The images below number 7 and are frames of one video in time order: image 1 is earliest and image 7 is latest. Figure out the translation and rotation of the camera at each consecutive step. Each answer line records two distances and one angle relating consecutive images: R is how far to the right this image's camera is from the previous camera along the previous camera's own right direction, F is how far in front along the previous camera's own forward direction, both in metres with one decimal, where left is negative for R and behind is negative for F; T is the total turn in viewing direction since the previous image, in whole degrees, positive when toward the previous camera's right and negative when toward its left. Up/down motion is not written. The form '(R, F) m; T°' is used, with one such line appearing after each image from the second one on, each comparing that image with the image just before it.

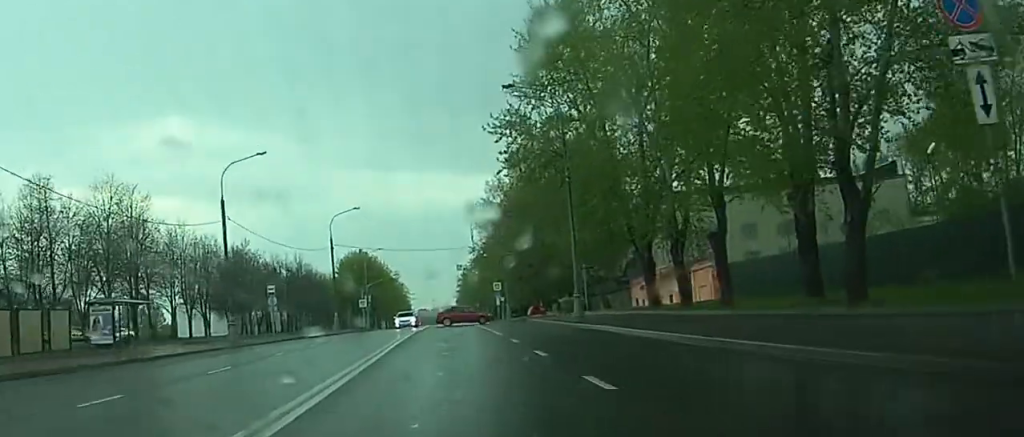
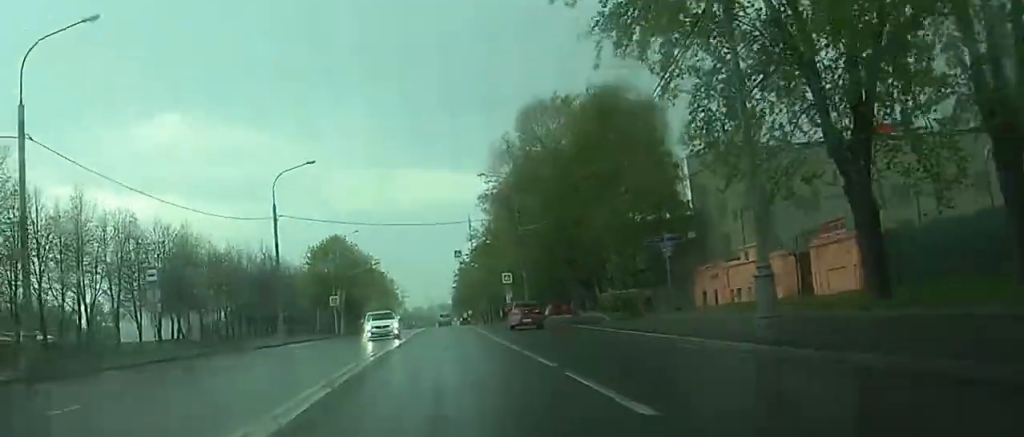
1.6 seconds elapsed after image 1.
(+0.1, +25.3) m; +1°
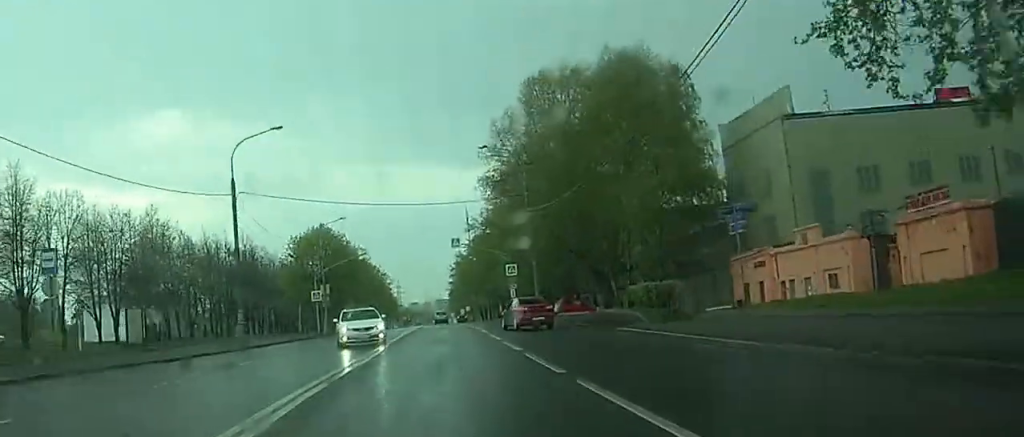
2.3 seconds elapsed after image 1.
(+0.1, +10.2) m; 0°
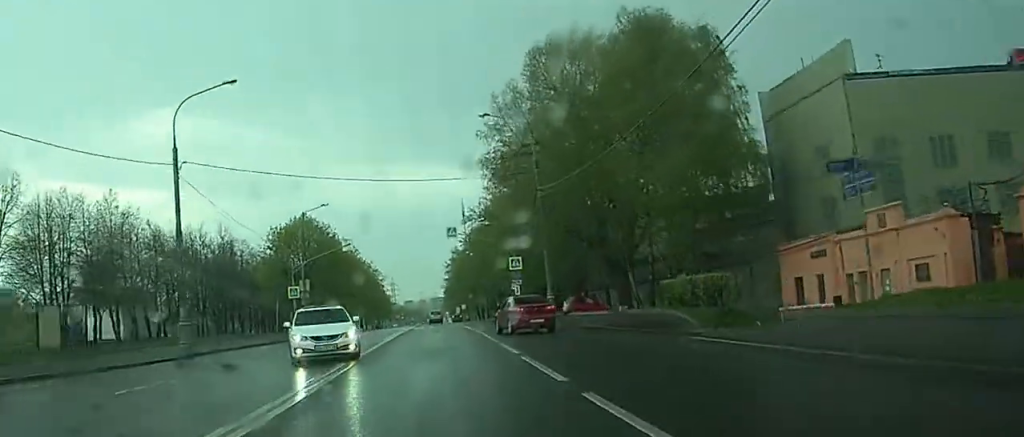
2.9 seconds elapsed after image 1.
(0.0, +9.6) m; 0°
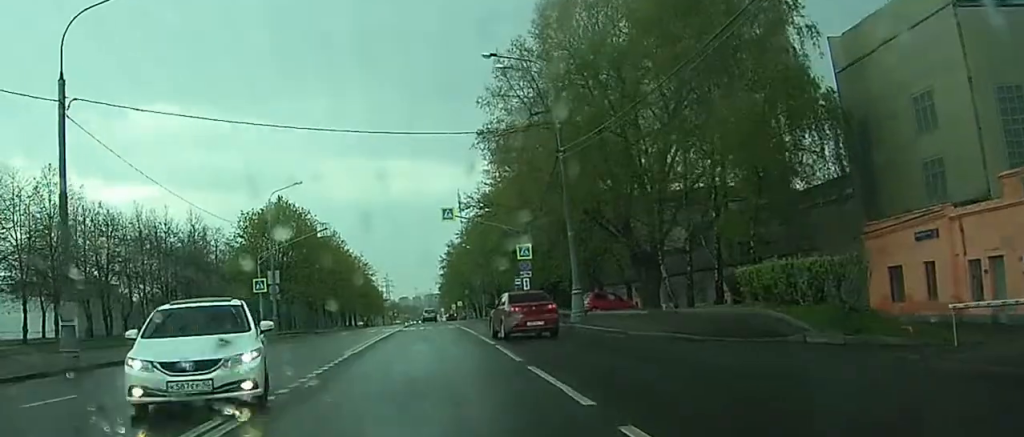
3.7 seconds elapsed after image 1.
(0.0, +11.5) m; 0°
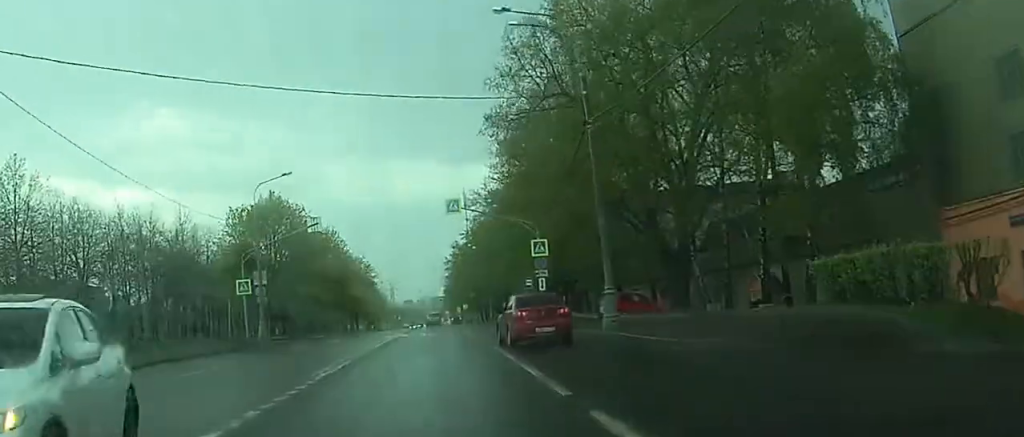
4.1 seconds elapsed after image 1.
(0.0, +6.5) m; 0°
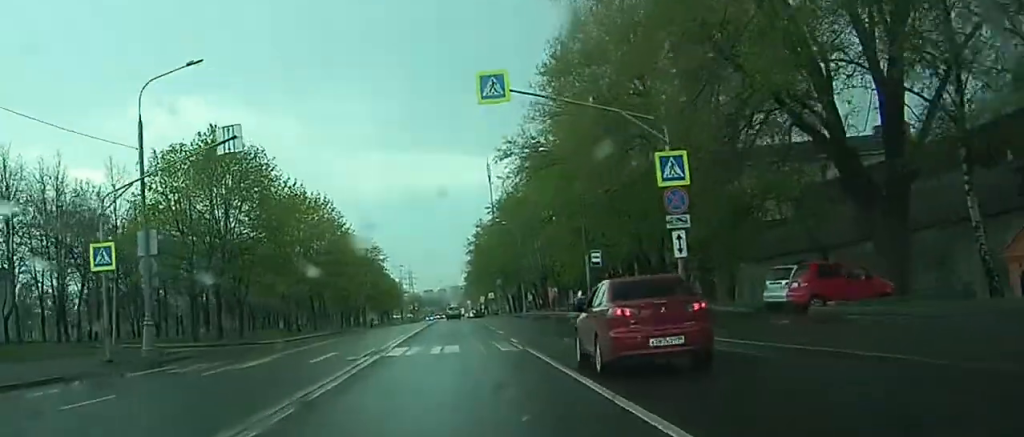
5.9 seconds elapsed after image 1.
(+0.2, +27.6) m; +1°
